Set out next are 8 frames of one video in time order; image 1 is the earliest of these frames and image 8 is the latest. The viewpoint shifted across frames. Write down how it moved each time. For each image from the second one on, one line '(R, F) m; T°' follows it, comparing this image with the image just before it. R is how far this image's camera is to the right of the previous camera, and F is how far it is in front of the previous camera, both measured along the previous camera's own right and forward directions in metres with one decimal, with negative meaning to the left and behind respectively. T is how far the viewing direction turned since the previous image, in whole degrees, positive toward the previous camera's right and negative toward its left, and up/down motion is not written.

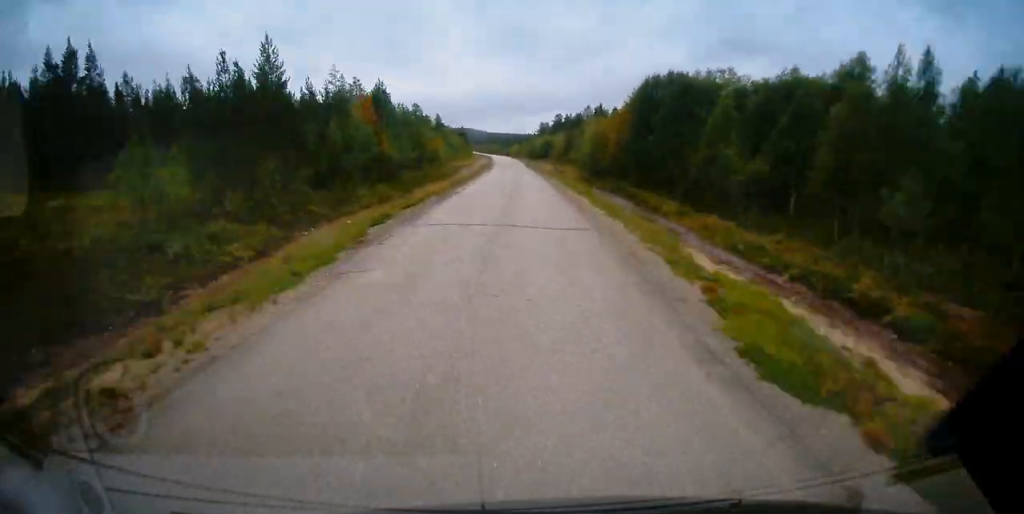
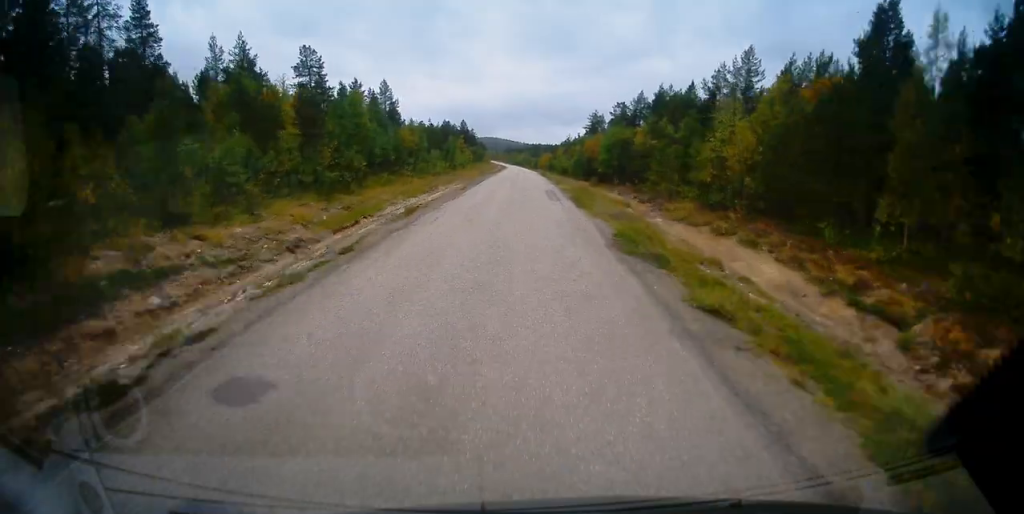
(-2.3, +91.6) m; -2°
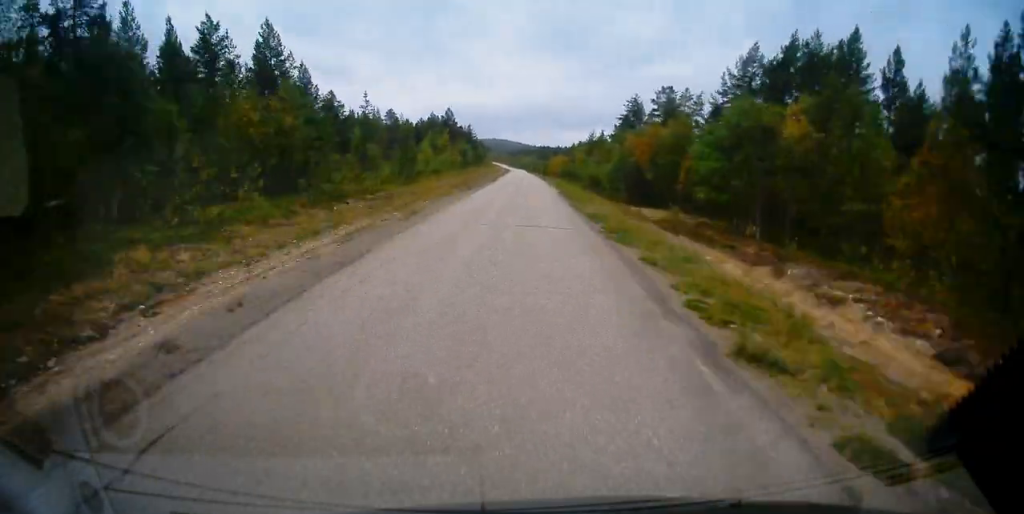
(-0.2, +39.8) m; 0°
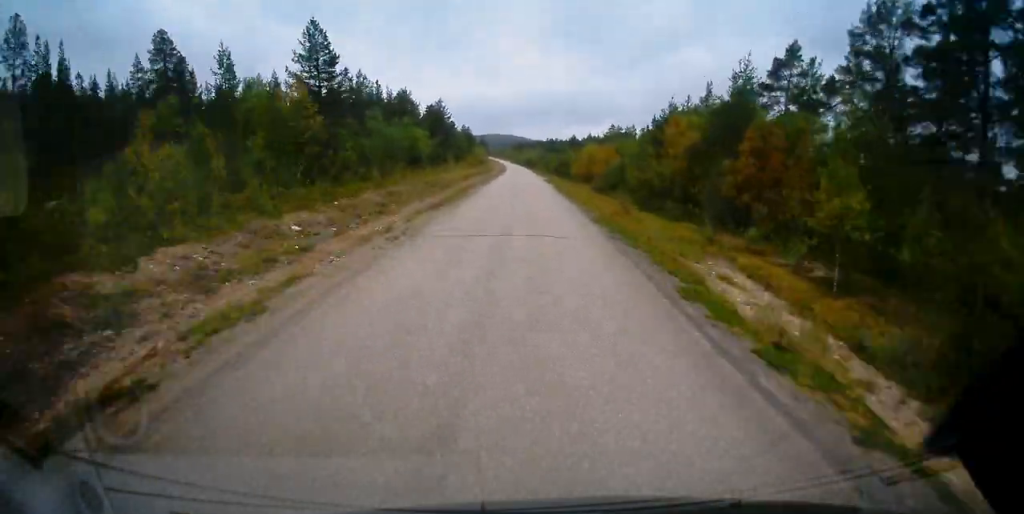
(-0.4, +72.9) m; -1°
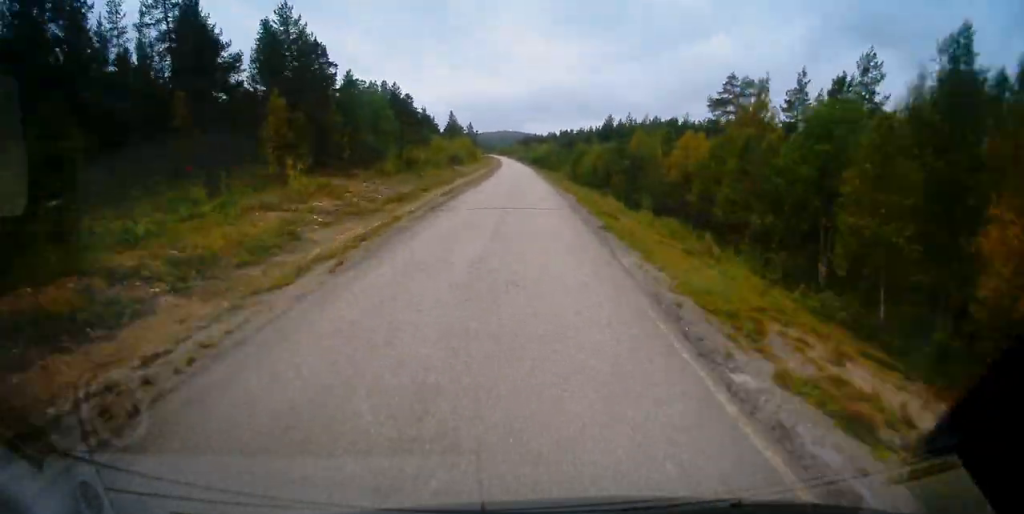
(-0.4, +79.7) m; -1°
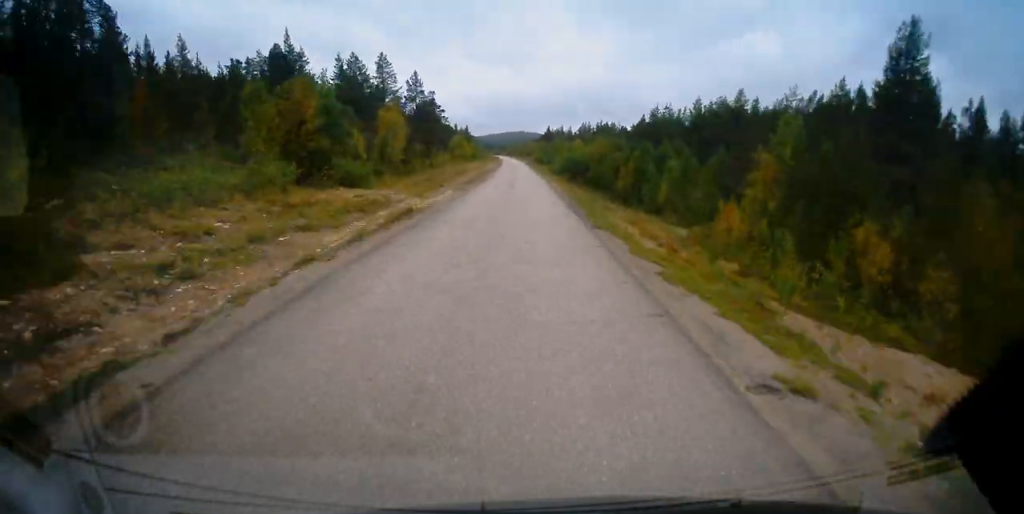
(-2.5, +107.6) m; -3°
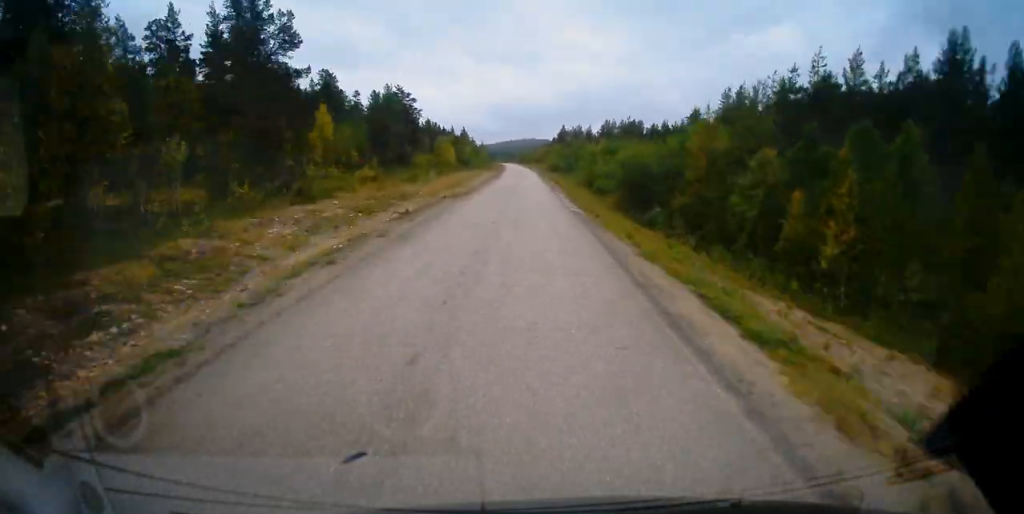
(-0.2, +44.2) m; -1°
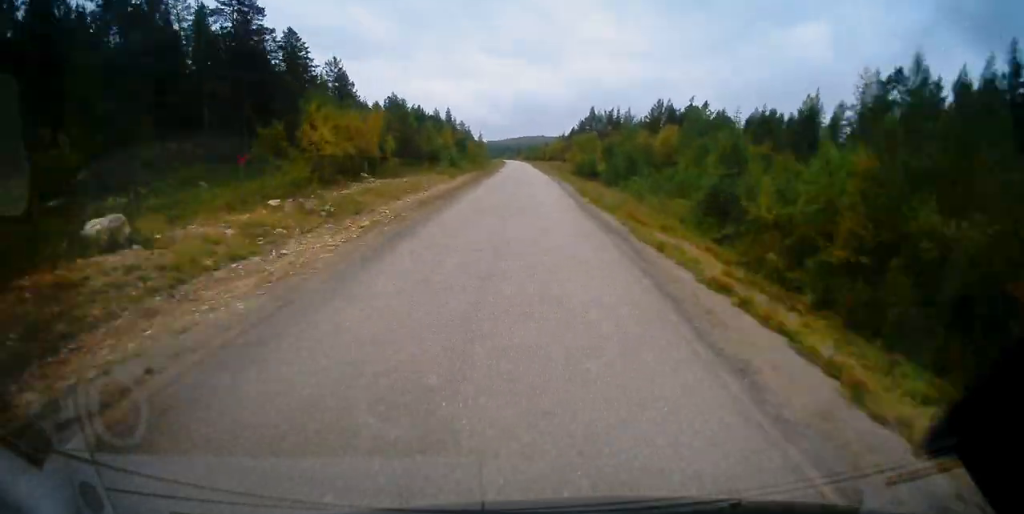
(-0.8, +60.8) m; -1°
